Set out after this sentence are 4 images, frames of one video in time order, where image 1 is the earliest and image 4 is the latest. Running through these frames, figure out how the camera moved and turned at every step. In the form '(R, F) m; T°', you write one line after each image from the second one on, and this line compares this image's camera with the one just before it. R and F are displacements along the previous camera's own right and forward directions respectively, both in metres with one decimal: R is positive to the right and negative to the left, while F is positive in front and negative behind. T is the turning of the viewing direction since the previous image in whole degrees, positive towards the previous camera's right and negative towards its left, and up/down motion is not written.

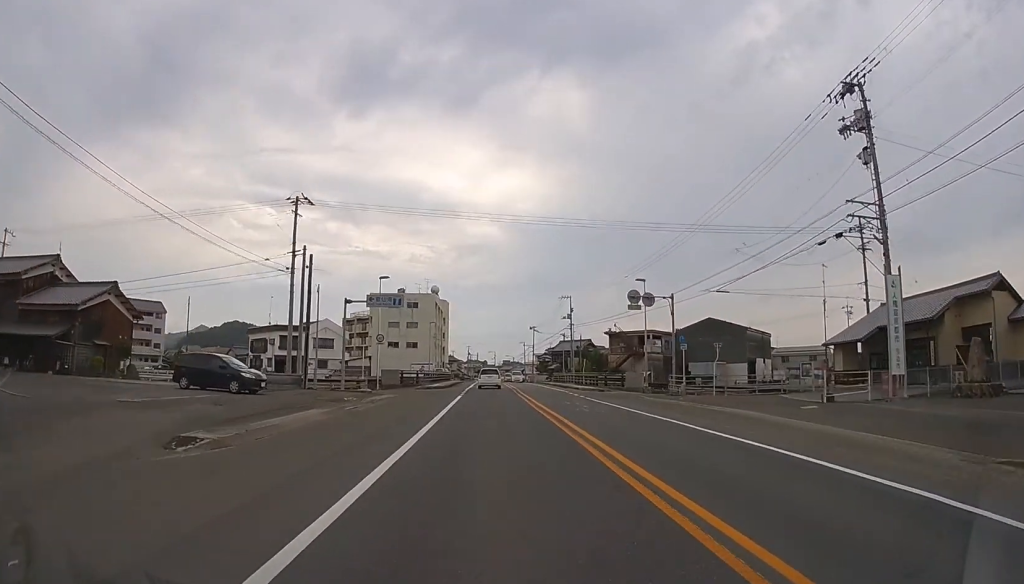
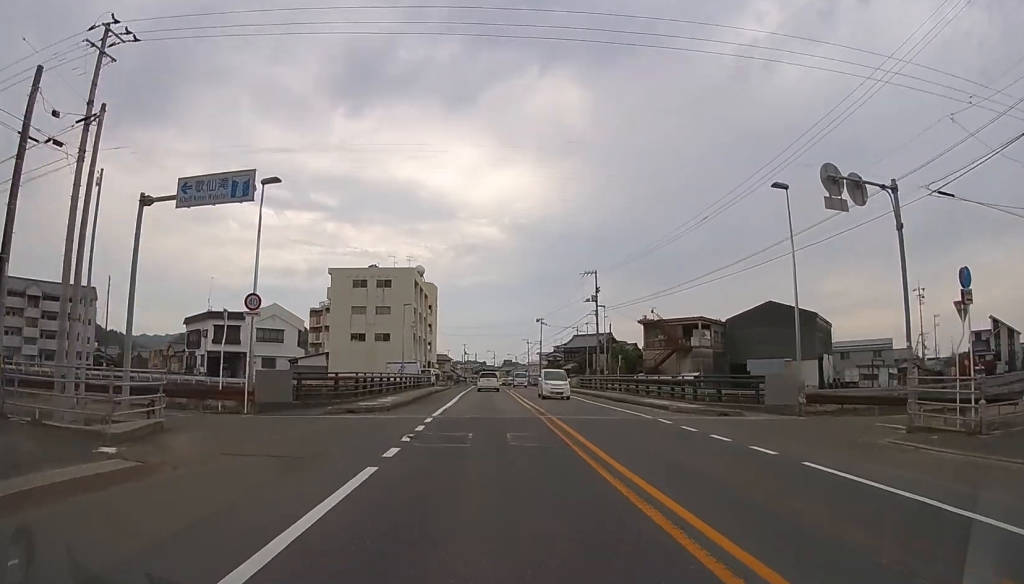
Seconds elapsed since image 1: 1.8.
(+0.1, +22.1) m; 0°
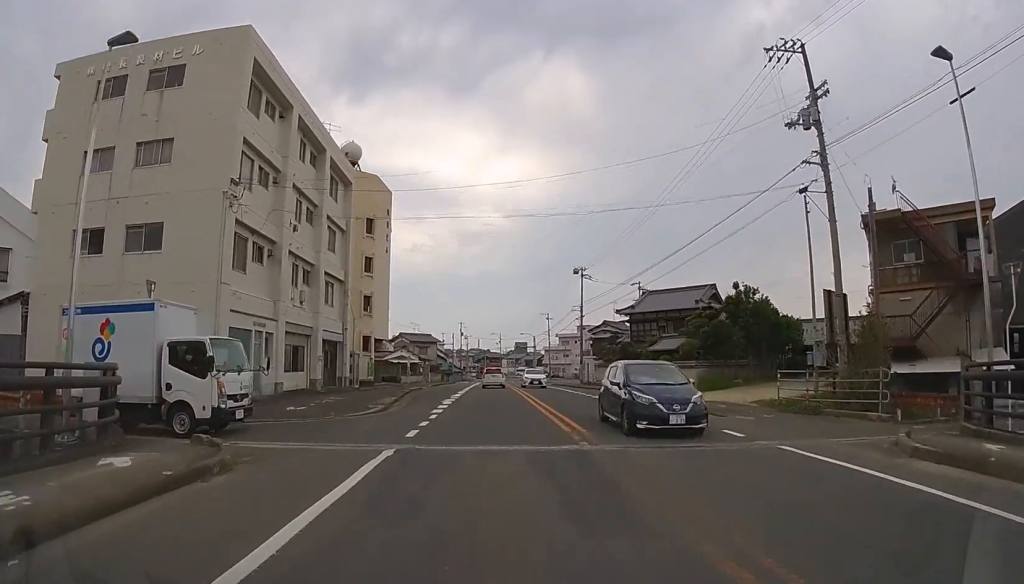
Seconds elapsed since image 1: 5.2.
(+0.1, +43.4) m; 0°
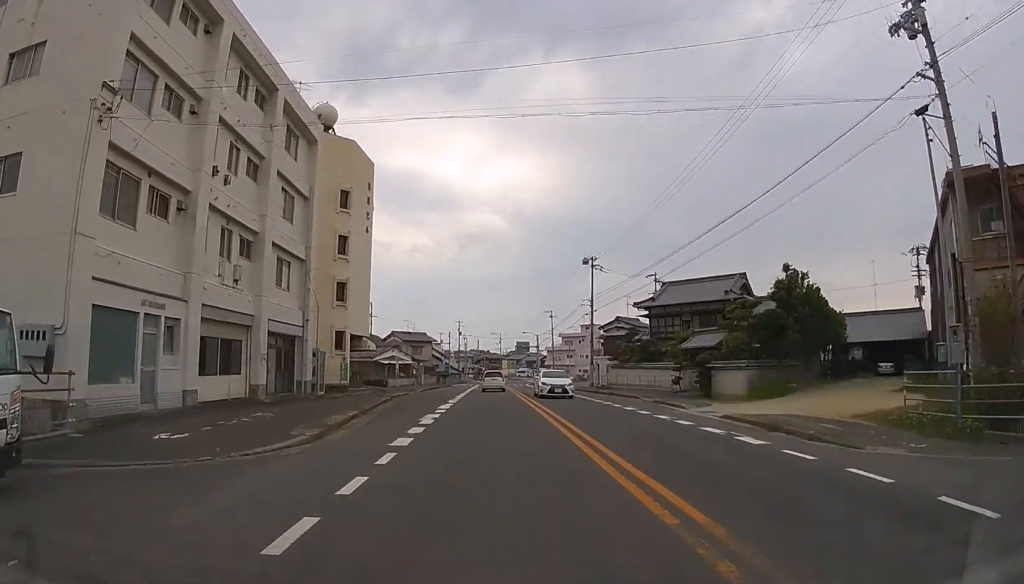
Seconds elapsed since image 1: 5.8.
(0.0, +6.9) m; 0°
